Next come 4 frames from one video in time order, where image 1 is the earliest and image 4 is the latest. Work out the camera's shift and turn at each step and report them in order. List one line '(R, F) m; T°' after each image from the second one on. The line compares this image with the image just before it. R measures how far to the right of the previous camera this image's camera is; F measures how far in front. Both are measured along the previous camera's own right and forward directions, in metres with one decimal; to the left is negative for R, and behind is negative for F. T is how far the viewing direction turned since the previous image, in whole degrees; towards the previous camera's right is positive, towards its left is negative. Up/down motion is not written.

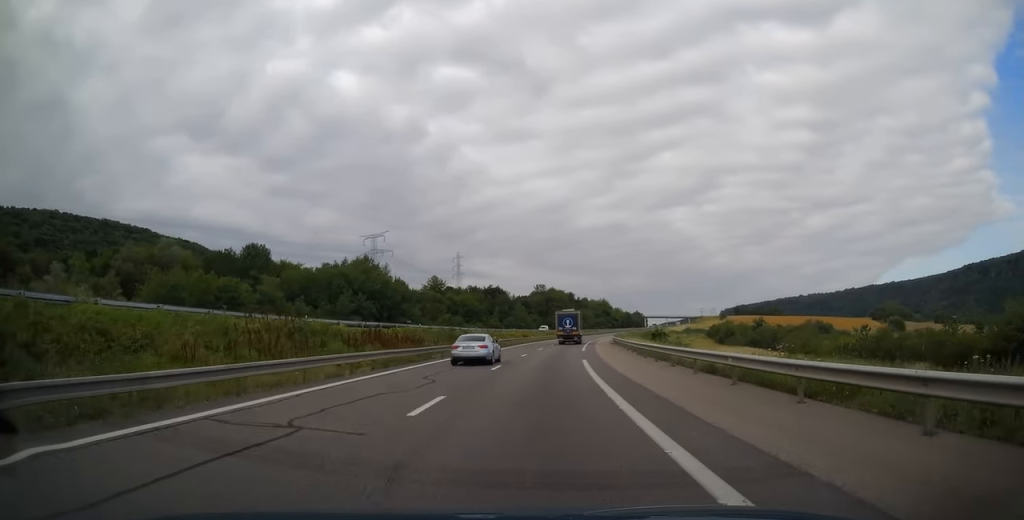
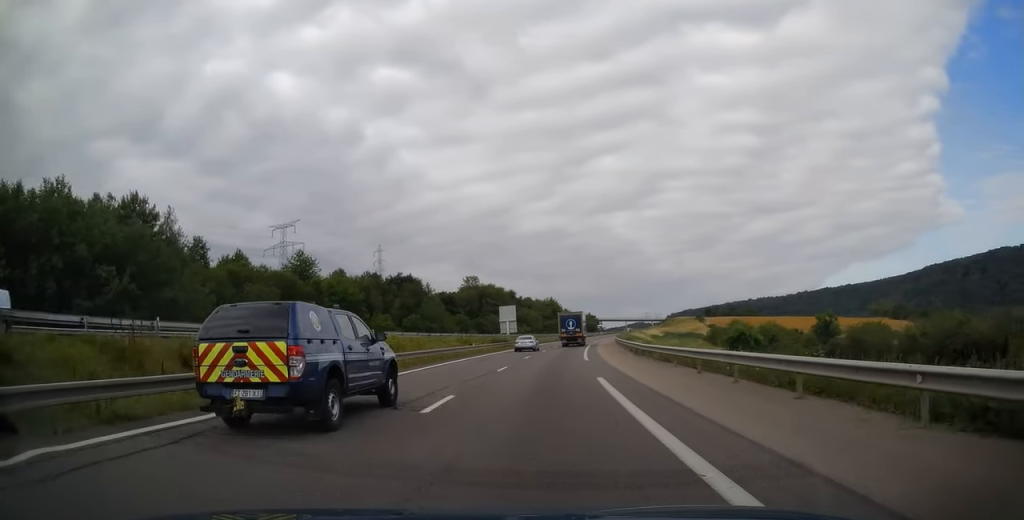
(+2.5, +64.1) m; +5°
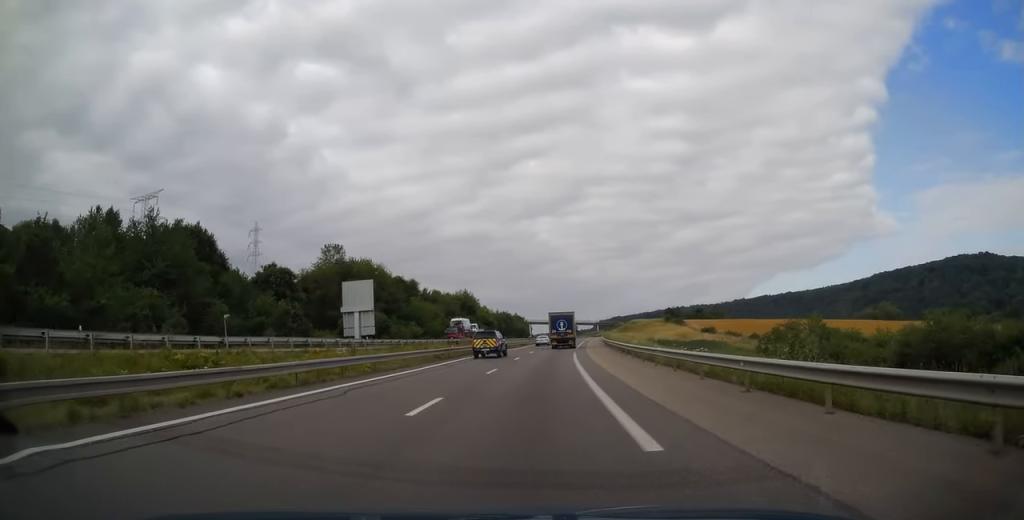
(+4.9, +77.9) m; +7°
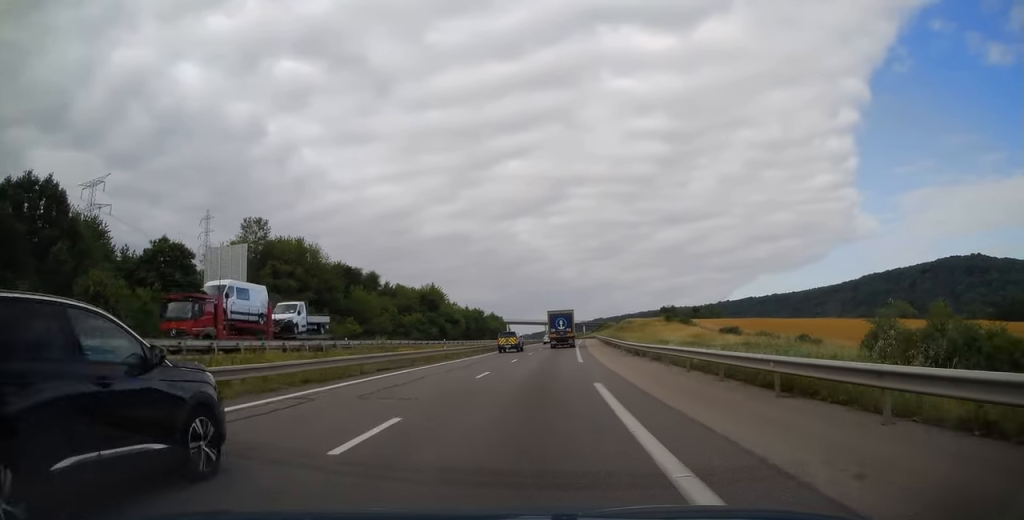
(+0.5, +29.8) m; +3°
